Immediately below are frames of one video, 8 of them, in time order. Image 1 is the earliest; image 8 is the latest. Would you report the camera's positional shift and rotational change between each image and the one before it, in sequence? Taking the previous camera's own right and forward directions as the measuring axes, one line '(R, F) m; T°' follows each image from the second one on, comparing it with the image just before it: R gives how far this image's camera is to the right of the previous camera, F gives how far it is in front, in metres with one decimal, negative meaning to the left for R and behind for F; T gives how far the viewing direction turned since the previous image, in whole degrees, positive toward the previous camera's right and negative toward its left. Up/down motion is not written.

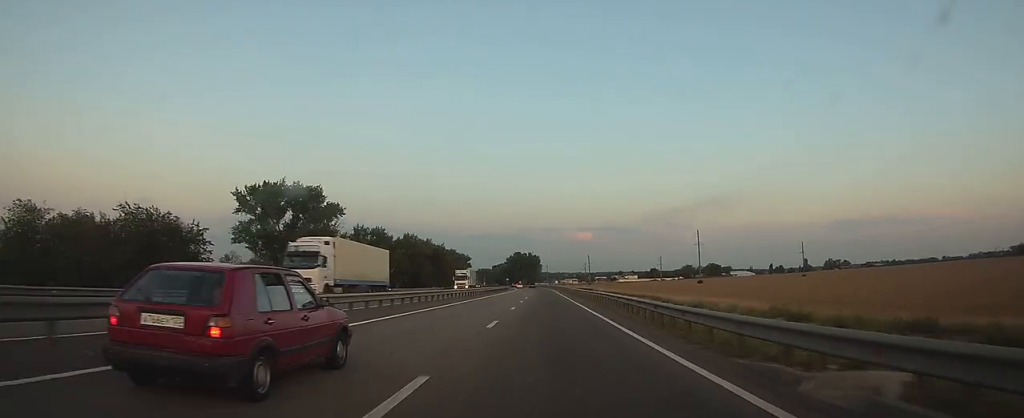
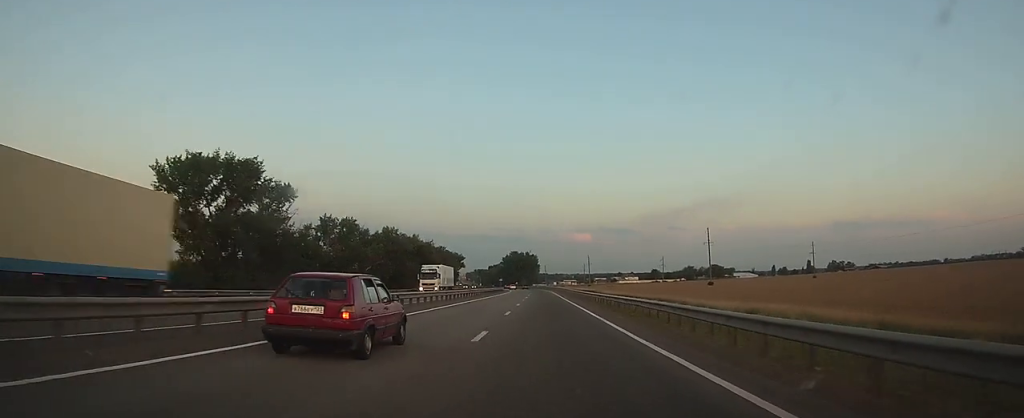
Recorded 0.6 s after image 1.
(0.0, +15.8) m; 0°
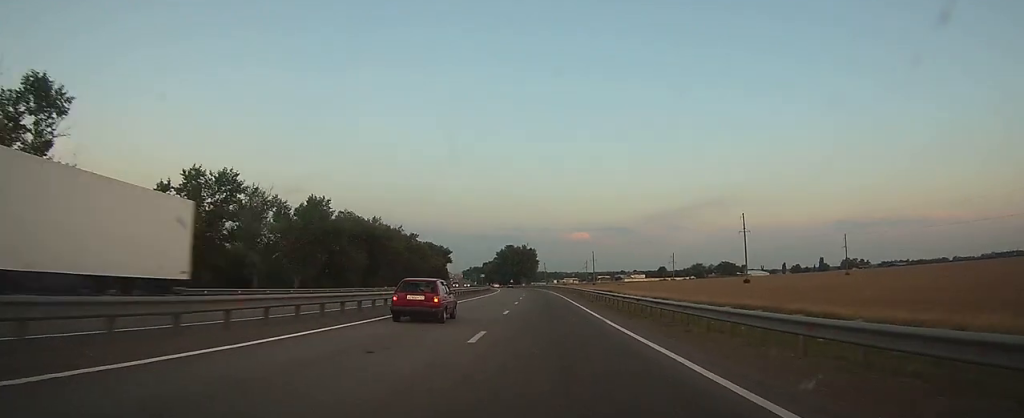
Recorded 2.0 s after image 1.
(-0.1, +36.8) m; 0°
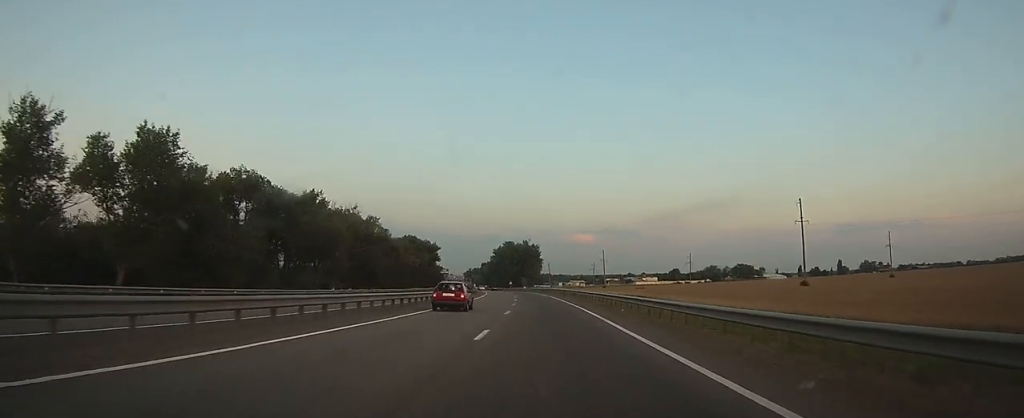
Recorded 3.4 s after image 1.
(0.0, +35.7) m; 0°
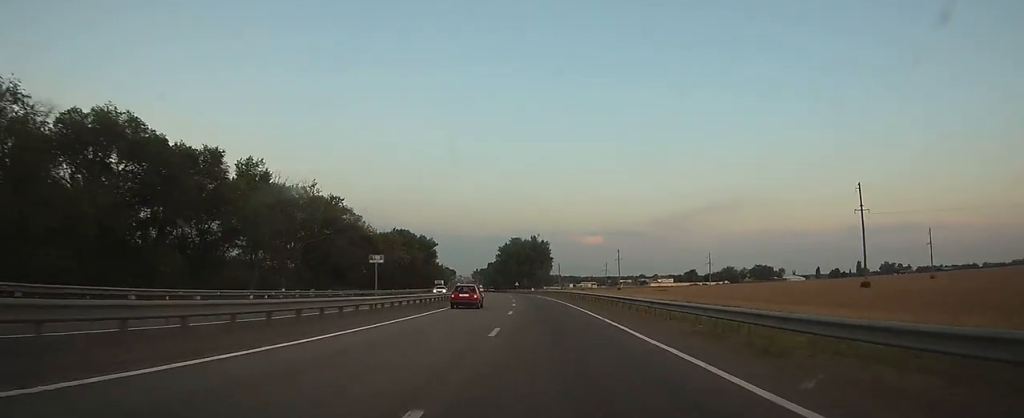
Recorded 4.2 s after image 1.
(0.0, +22.4) m; 0°
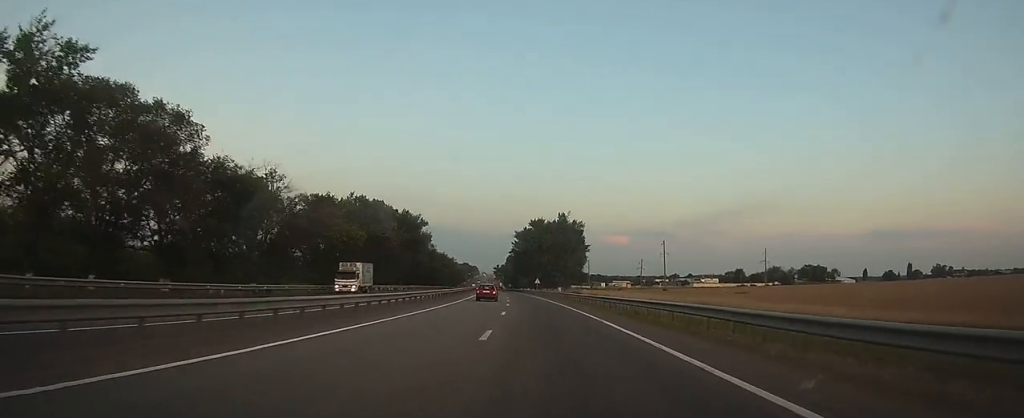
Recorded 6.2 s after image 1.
(-0.8, +49.6) m; -2°
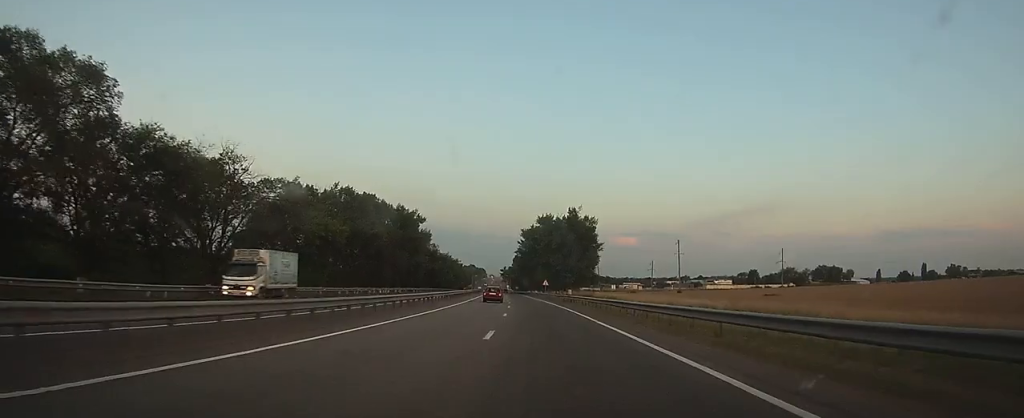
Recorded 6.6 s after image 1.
(-0.1, +11.1) m; 0°
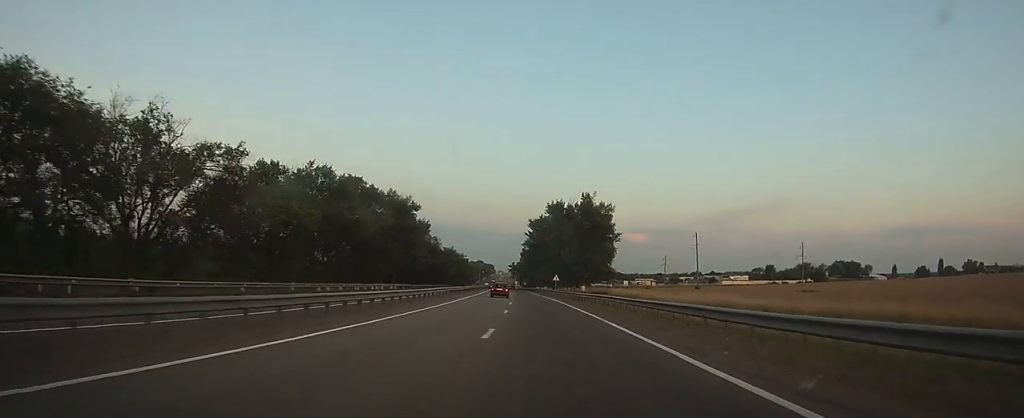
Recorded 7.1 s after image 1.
(0.0, +12.8) m; -1°
